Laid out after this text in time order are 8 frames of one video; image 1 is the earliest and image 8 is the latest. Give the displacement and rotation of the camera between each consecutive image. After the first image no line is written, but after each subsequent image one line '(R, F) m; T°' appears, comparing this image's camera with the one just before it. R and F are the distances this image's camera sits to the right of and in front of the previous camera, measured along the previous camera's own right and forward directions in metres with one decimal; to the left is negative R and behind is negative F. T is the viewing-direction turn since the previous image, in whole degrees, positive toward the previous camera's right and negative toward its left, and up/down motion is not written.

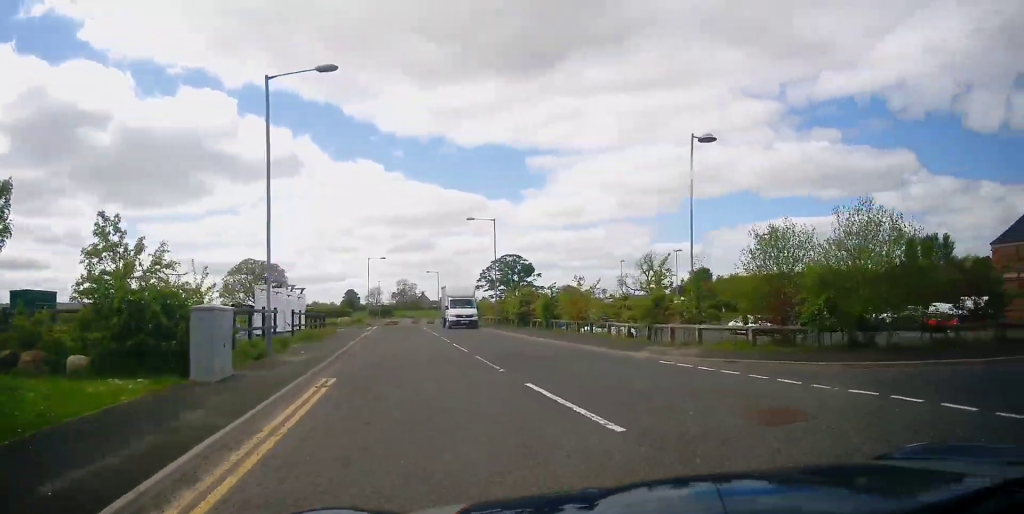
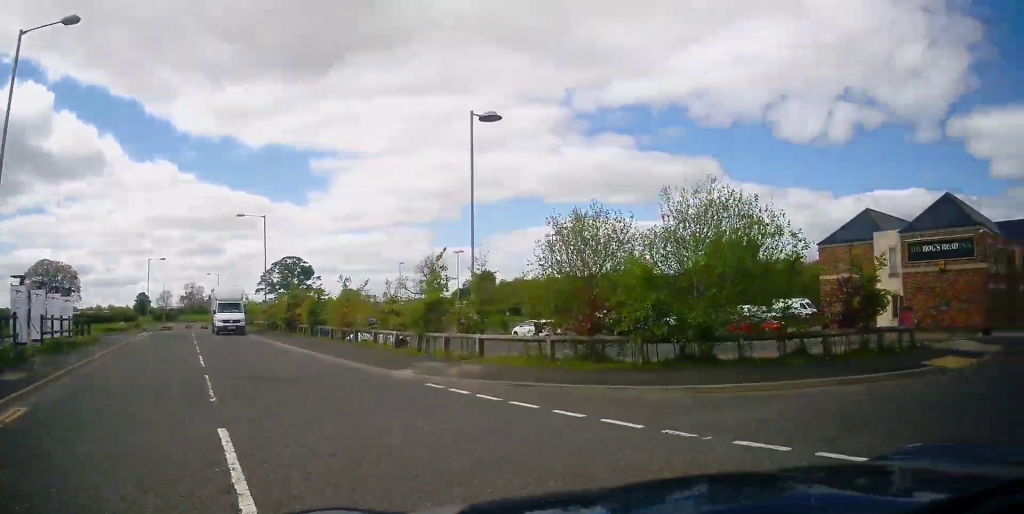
(+0.5, +3.6) m; +17°
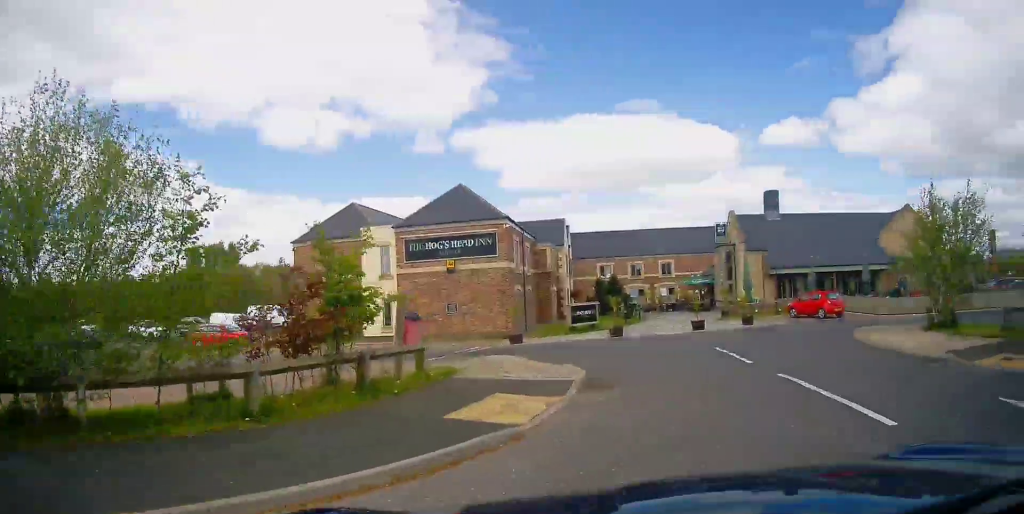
(+2.3, +5.9) m; +56°
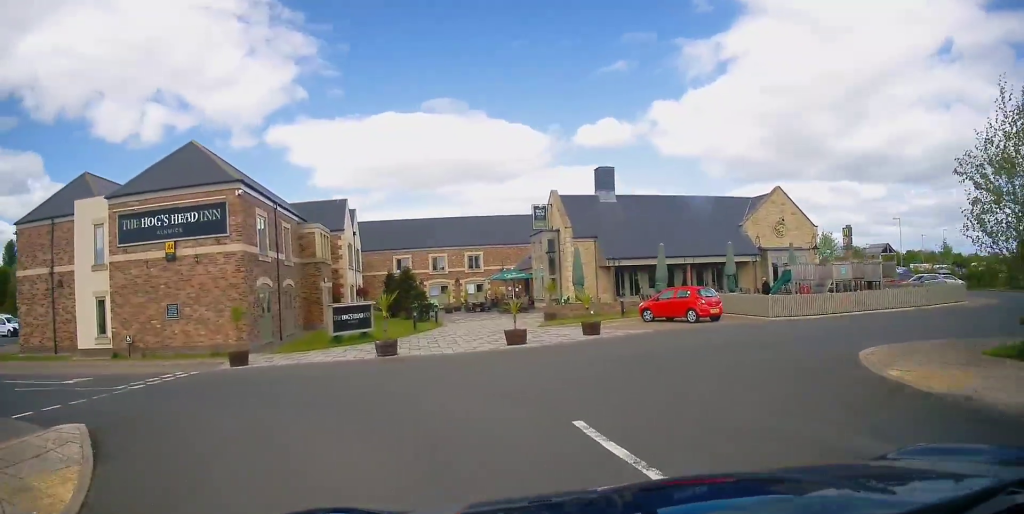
(+4.5, +8.4) m; +36°
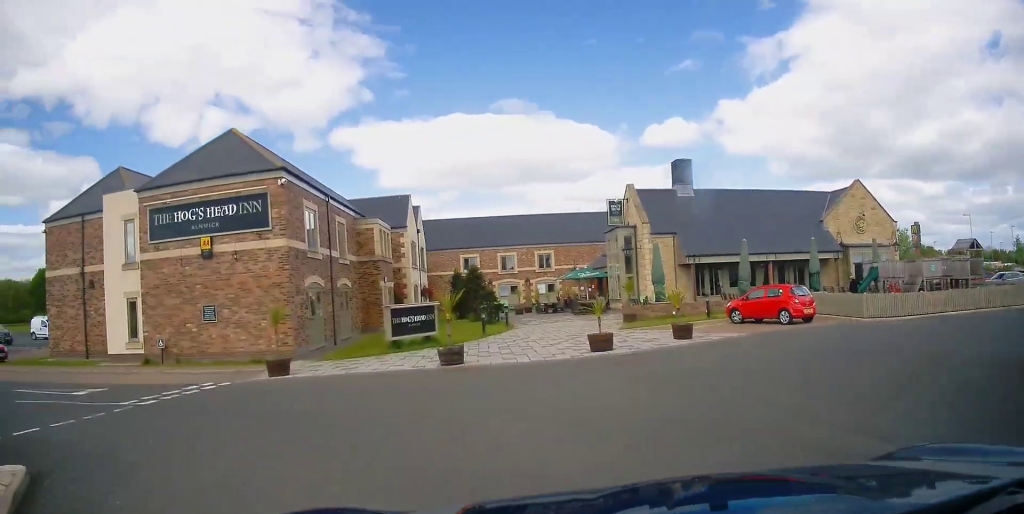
(+0.1, +2.2) m; +2°
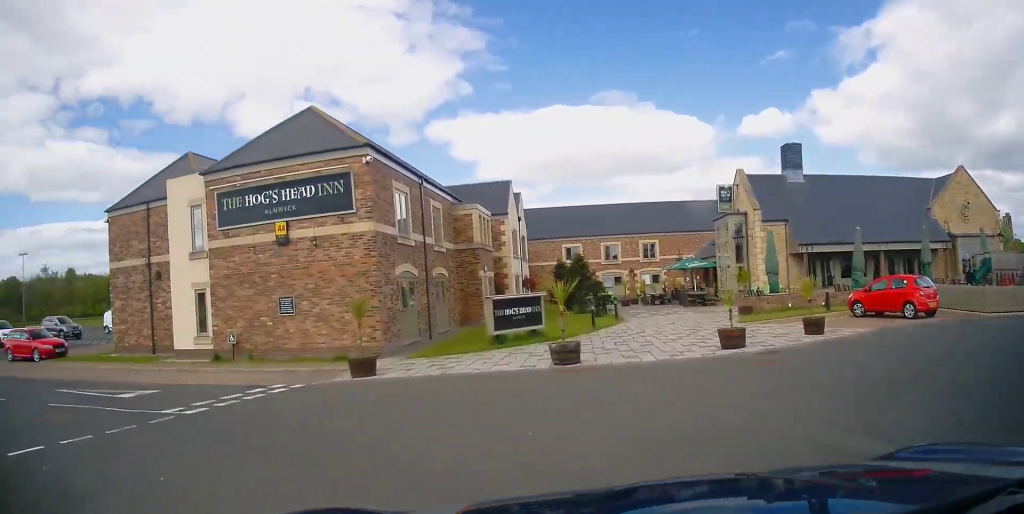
(+0.2, +2.0) m; -2°
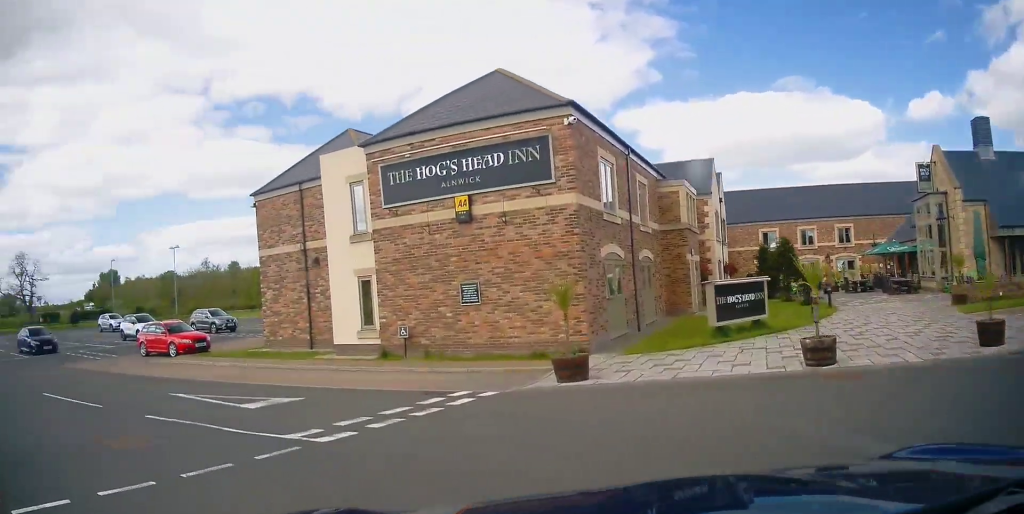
(-0.2, +2.8) m; -14°
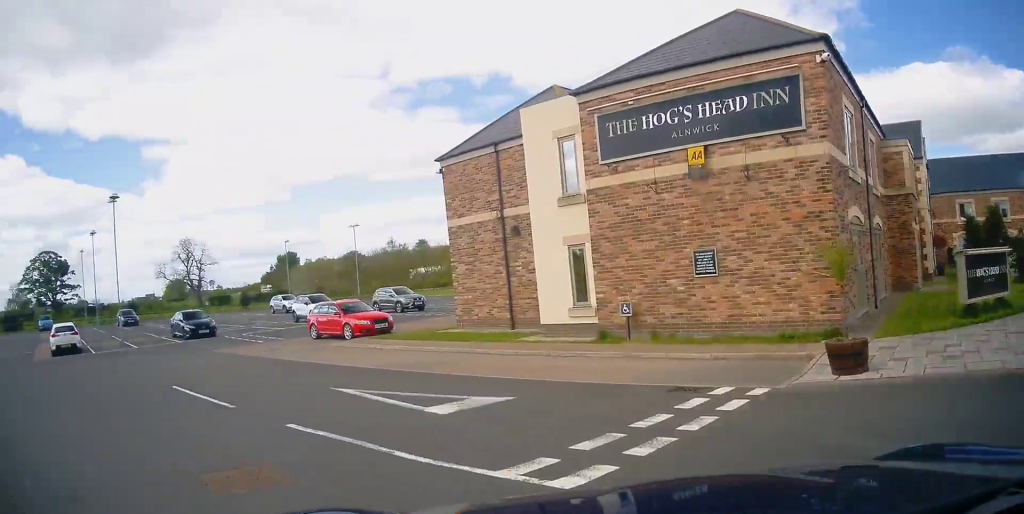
(-0.3, +2.5) m; -19°
